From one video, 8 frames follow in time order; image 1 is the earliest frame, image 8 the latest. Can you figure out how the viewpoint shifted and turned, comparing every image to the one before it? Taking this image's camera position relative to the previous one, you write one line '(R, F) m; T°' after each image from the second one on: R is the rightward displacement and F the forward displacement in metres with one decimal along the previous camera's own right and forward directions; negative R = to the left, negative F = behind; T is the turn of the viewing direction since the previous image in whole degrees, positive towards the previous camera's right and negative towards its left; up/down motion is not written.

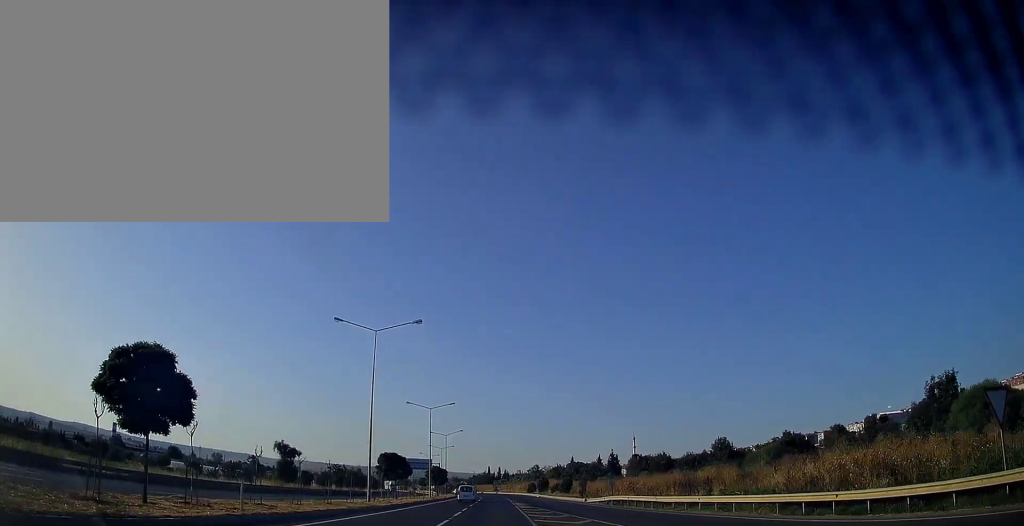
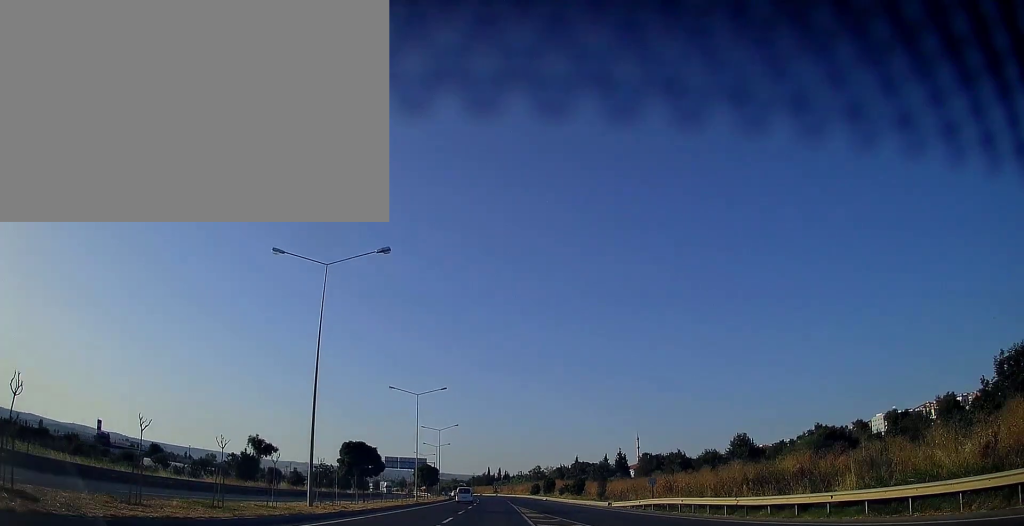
(-0.1, +13.9) m; 0°
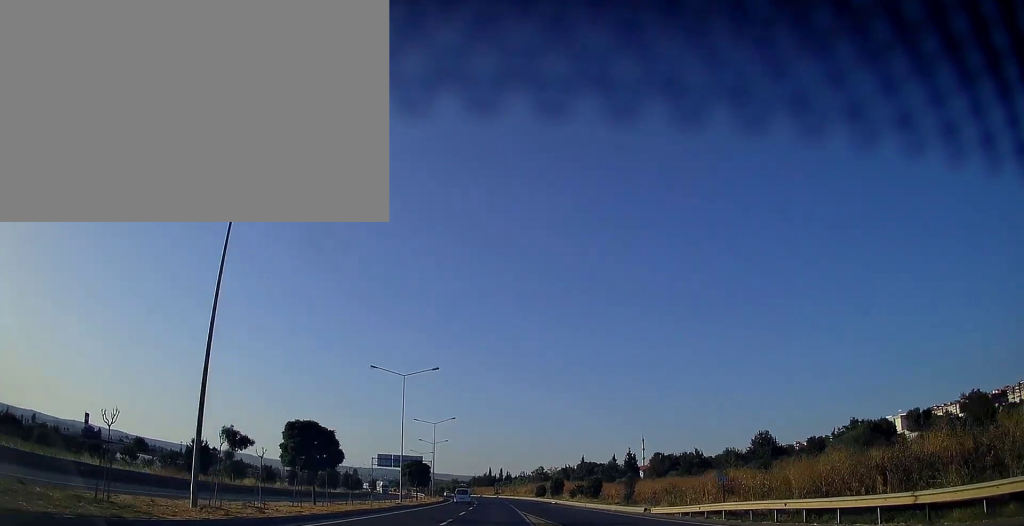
(0.0, +11.6) m; 0°
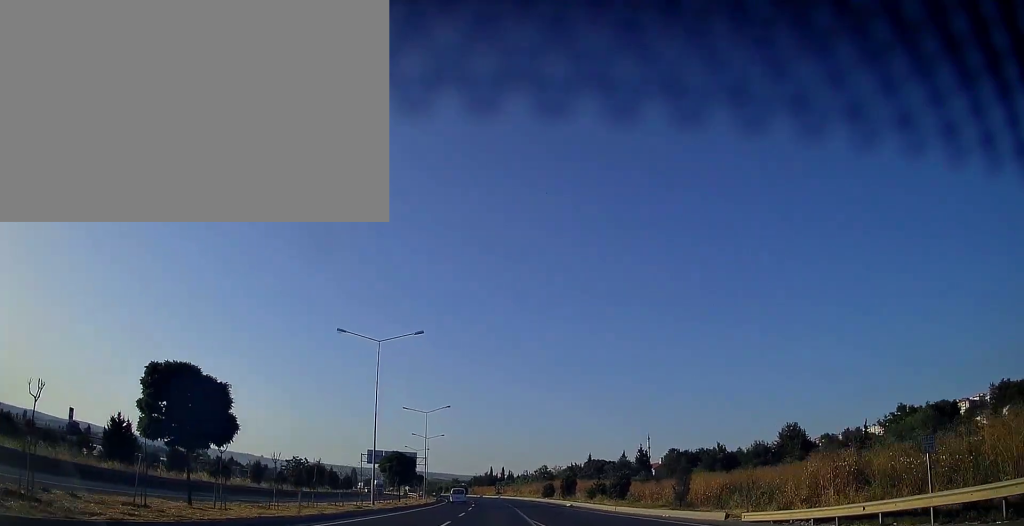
(+0.1, +12.3) m; 0°
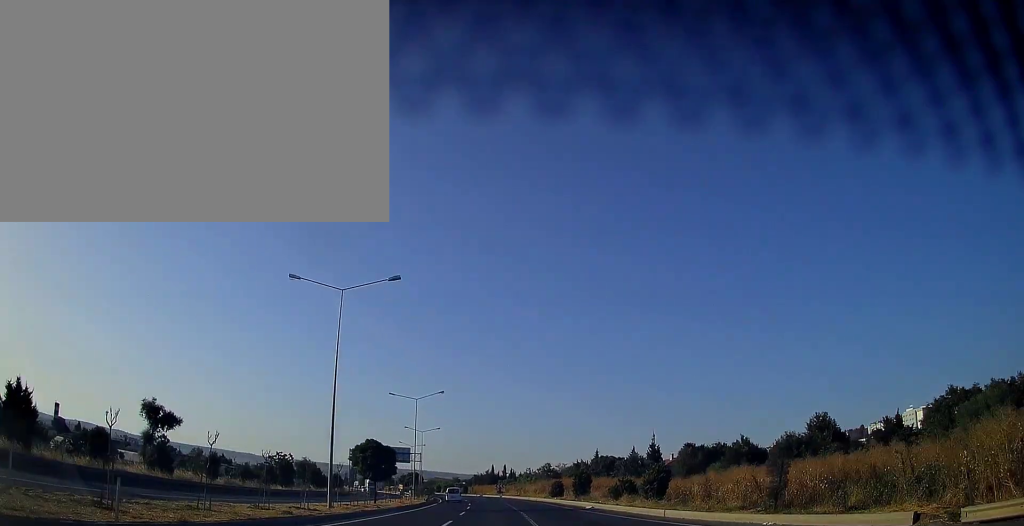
(0.0, +12.3) m; 0°
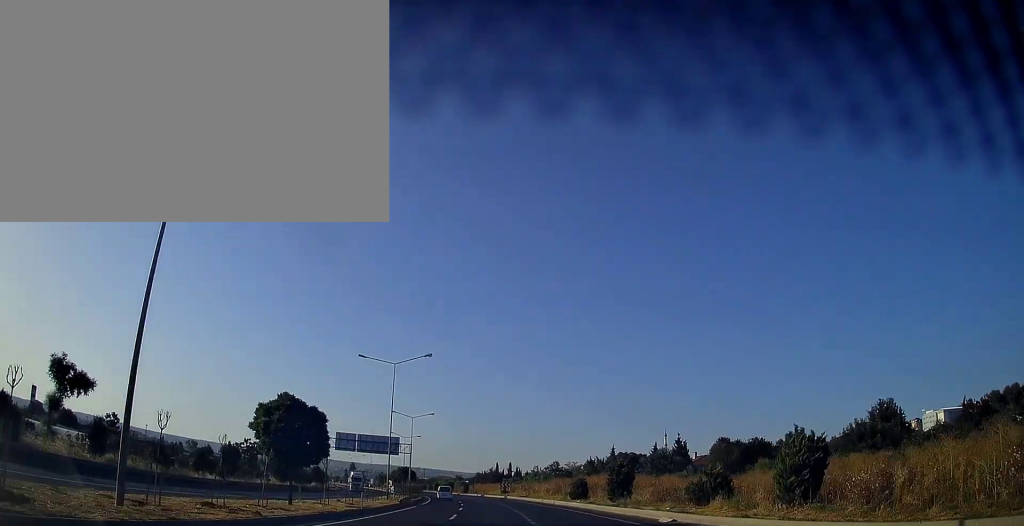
(0.0, +19.2) m; -1°
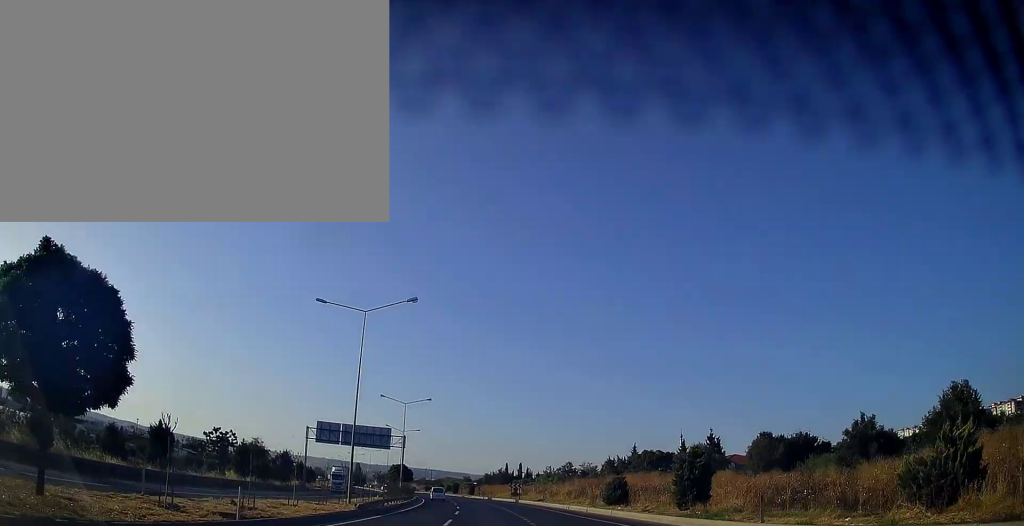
(-0.2, +16.1) m; -1°
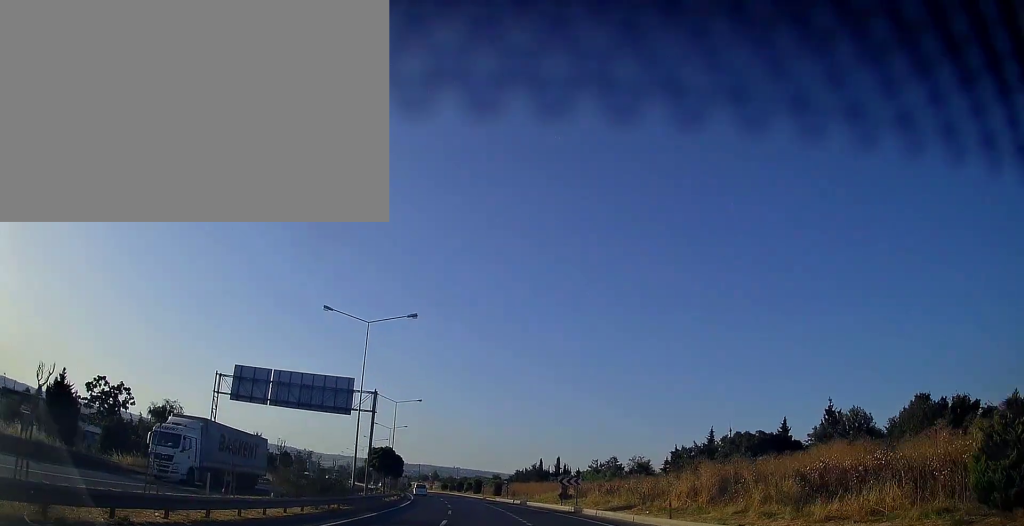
(-1.1, +37.3) m; -4°
